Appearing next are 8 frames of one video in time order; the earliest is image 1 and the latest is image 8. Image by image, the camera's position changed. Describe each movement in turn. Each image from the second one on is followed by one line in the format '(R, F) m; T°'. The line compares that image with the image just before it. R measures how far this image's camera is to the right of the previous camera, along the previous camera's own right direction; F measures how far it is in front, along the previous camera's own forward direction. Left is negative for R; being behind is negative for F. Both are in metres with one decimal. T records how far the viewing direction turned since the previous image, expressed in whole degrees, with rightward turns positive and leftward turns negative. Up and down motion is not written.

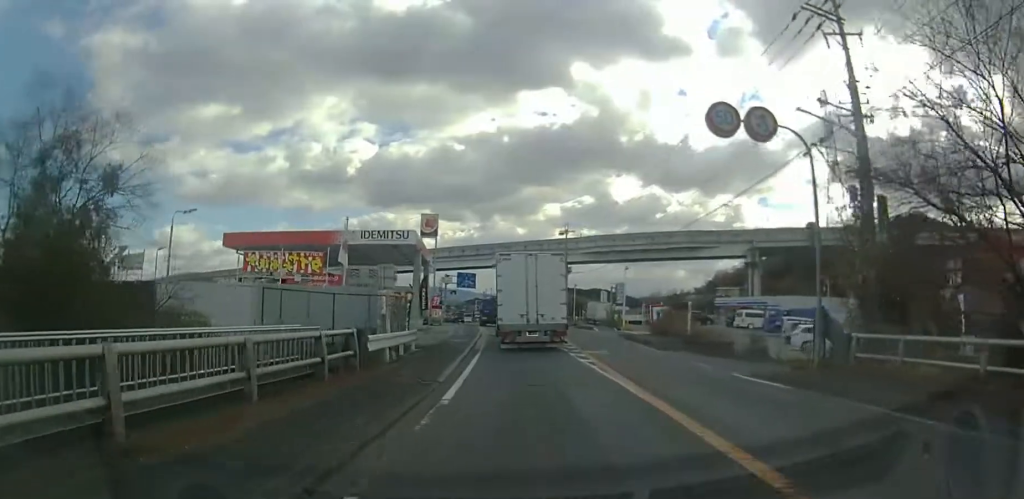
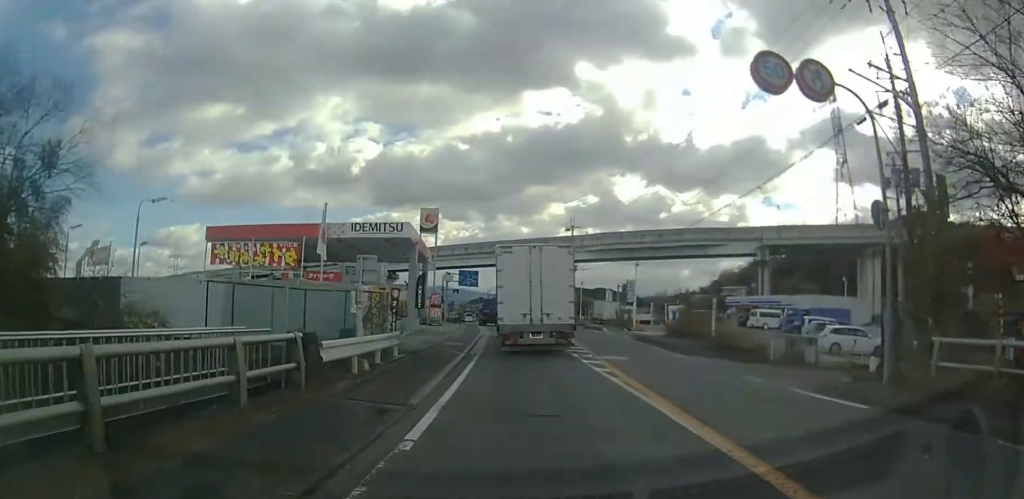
(0.0, +3.7) m; -1°
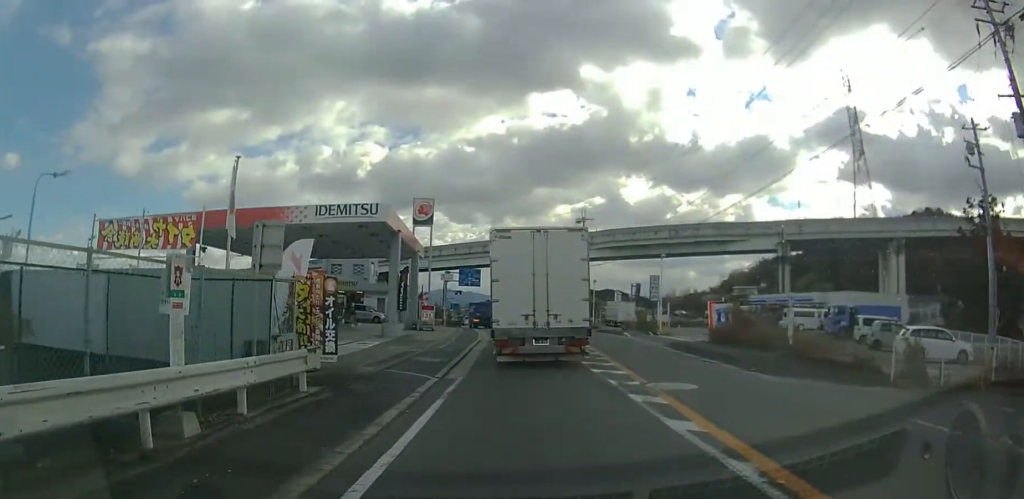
(-0.1, +8.0) m; -1°
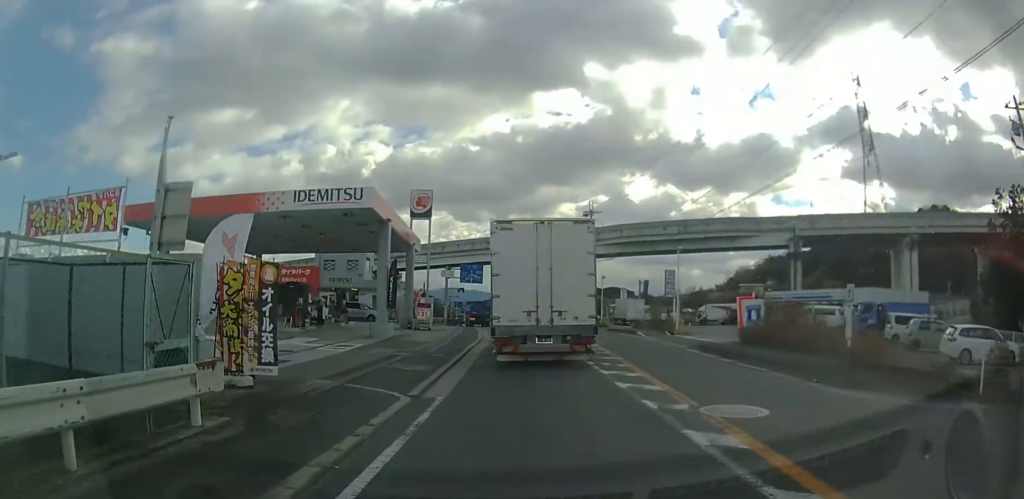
(0.0, +3.4) m; 0°
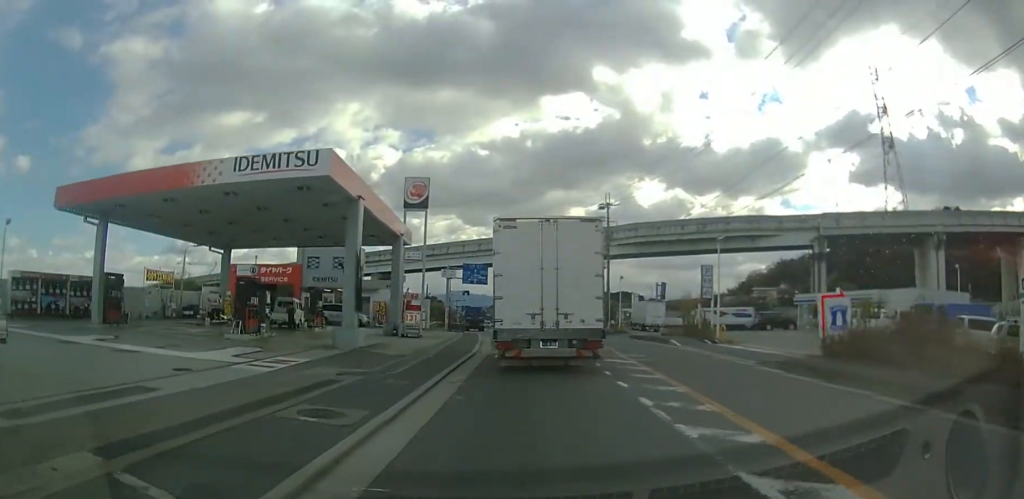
(-0.1, +5.7) m; -2°
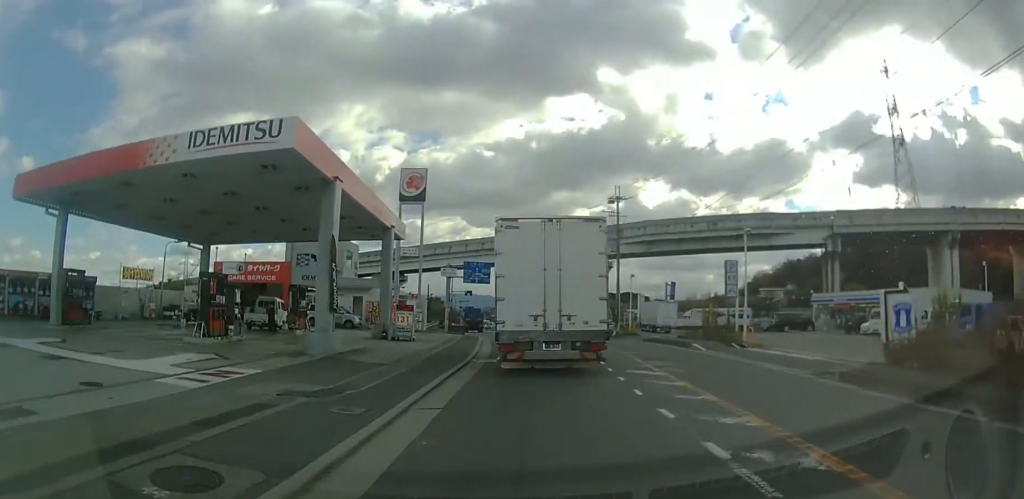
(0.0, +2.6) m; -2°
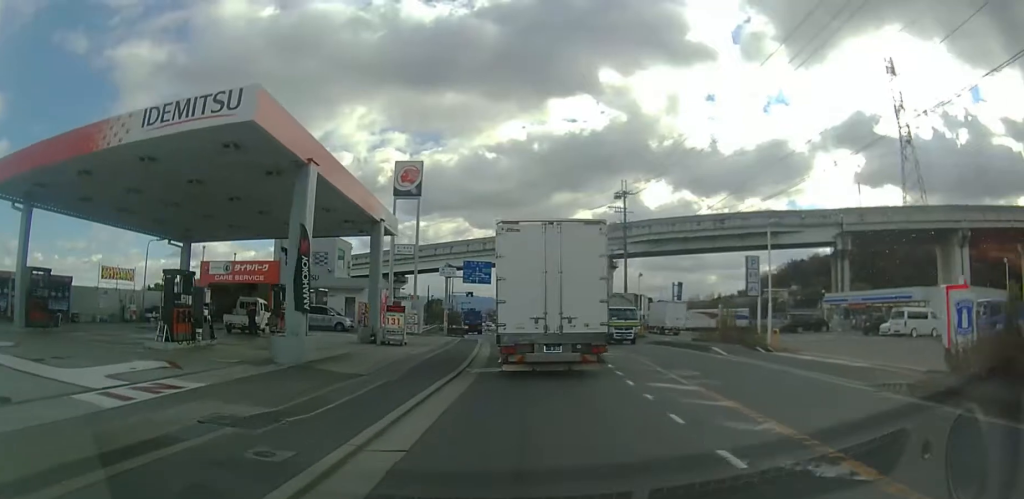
(-0.1, +2.2) m; -1°
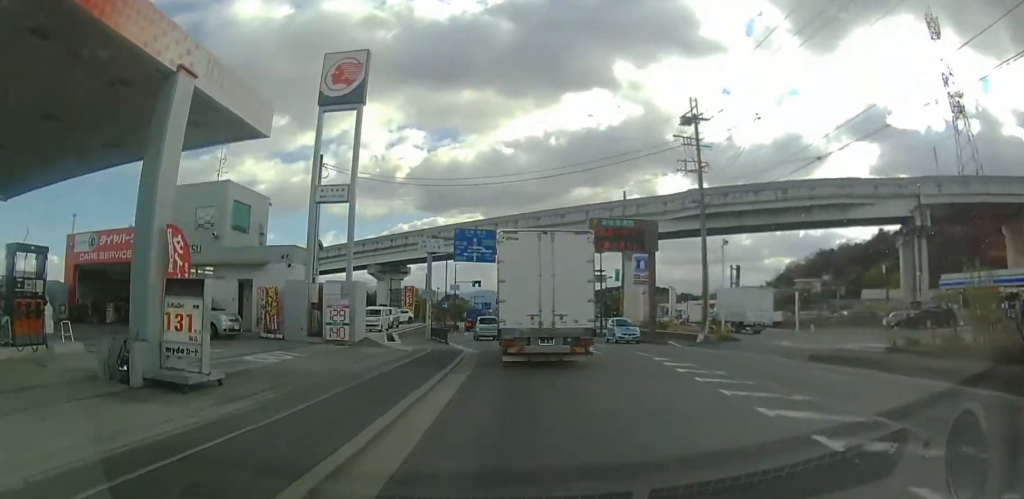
(+0.1, +15.1) m; 0°
